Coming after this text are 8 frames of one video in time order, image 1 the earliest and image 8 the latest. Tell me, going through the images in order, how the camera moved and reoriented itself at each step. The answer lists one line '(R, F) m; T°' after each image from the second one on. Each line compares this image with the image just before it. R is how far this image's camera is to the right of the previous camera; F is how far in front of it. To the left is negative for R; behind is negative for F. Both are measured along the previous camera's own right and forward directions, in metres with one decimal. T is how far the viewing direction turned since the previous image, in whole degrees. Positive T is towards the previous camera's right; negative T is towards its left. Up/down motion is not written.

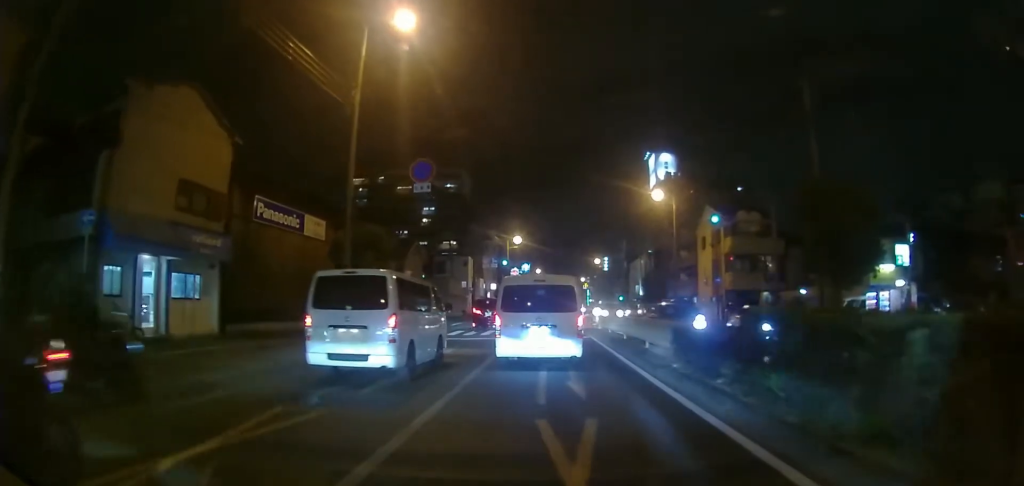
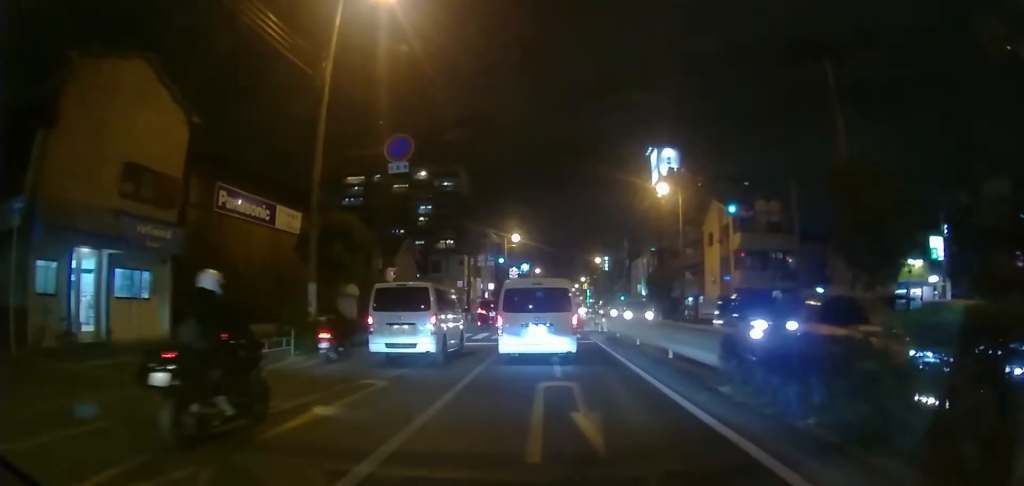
(0.0, +2.9) m; 0°
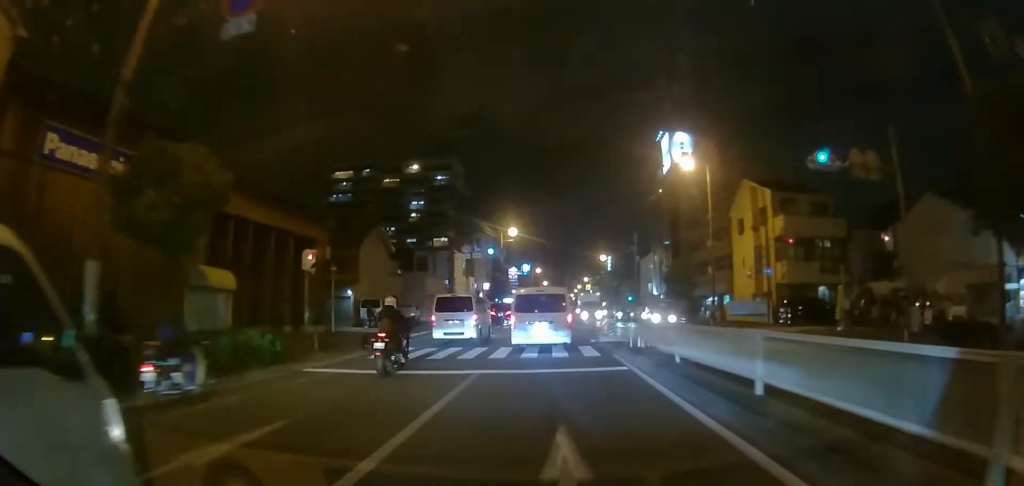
(0.0, +8.2) m; 0°
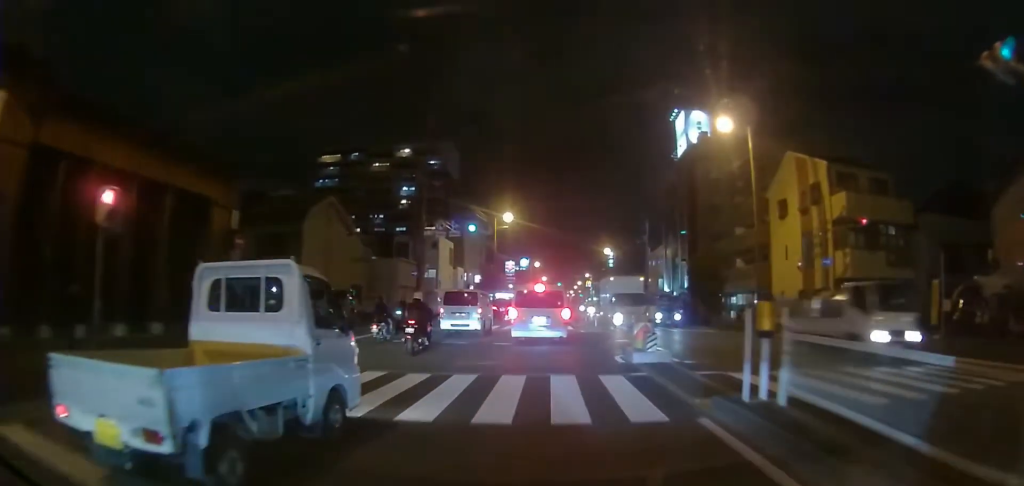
(0.0, +7.3) m; 0°
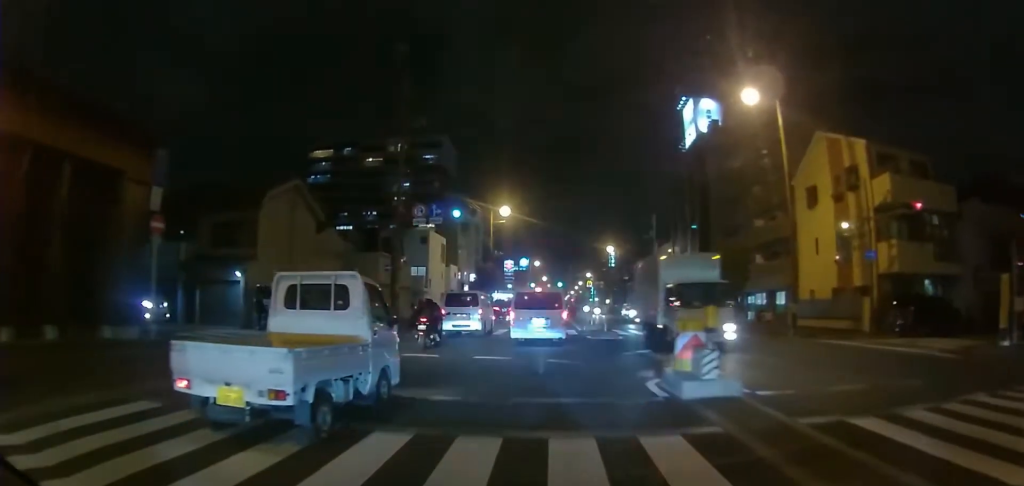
(0.0, +4.8) m; 0°
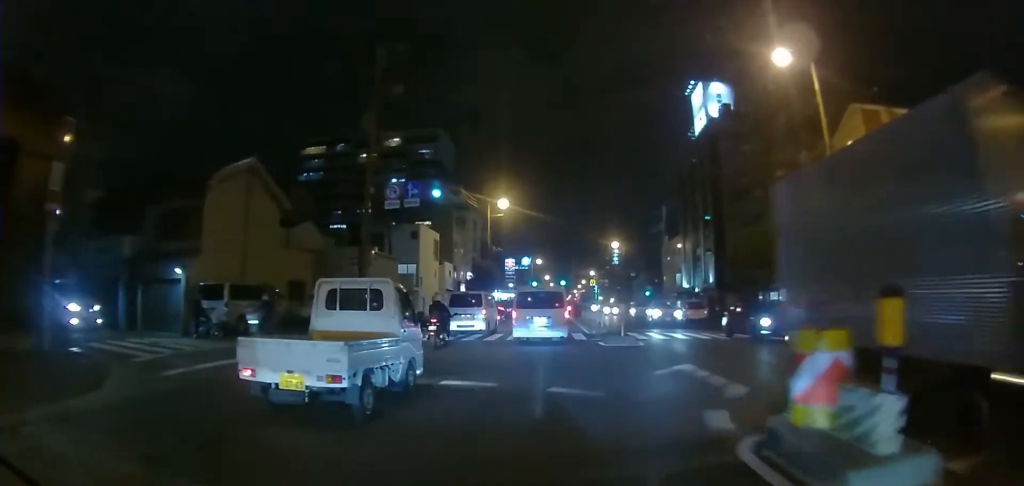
(0.0, +4.8) m; -1°
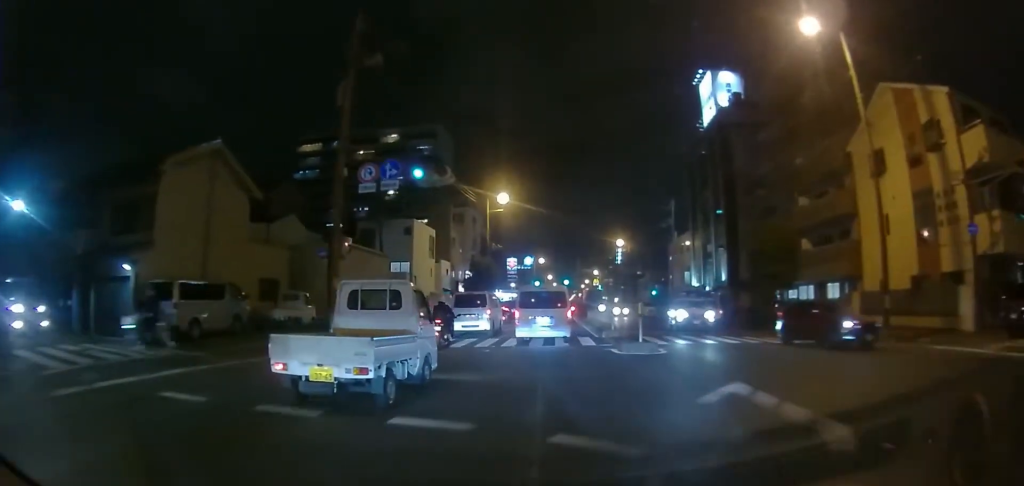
(0.0, +3.3) m; -1°
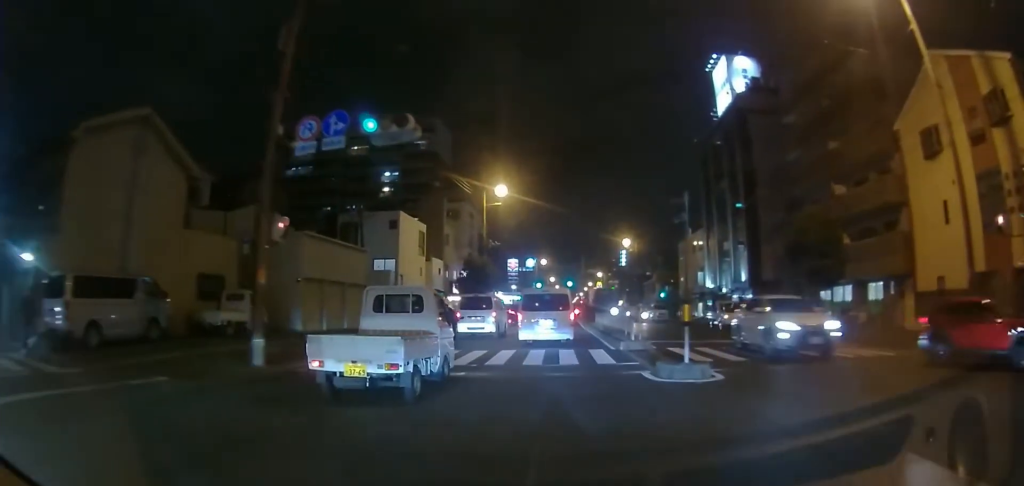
(-0.1, +5.0) m; 0°
